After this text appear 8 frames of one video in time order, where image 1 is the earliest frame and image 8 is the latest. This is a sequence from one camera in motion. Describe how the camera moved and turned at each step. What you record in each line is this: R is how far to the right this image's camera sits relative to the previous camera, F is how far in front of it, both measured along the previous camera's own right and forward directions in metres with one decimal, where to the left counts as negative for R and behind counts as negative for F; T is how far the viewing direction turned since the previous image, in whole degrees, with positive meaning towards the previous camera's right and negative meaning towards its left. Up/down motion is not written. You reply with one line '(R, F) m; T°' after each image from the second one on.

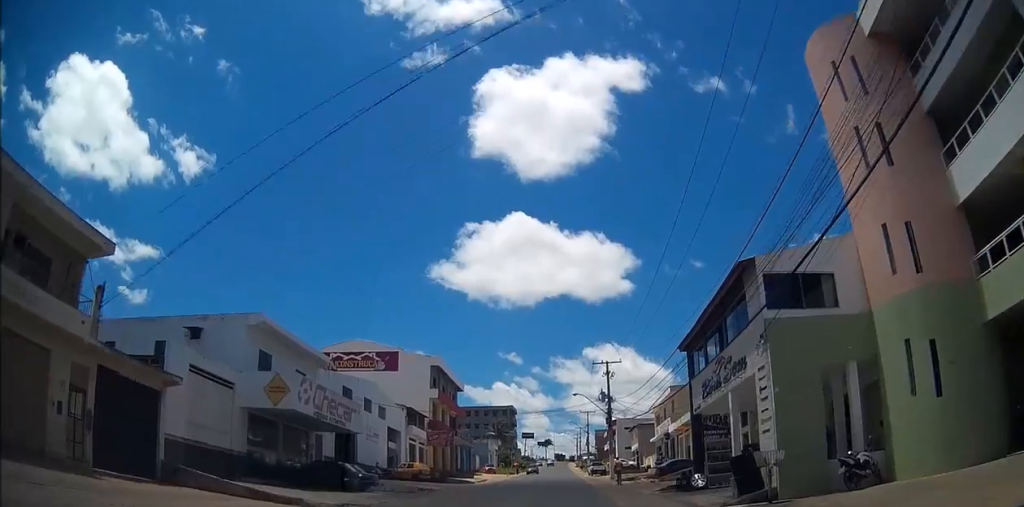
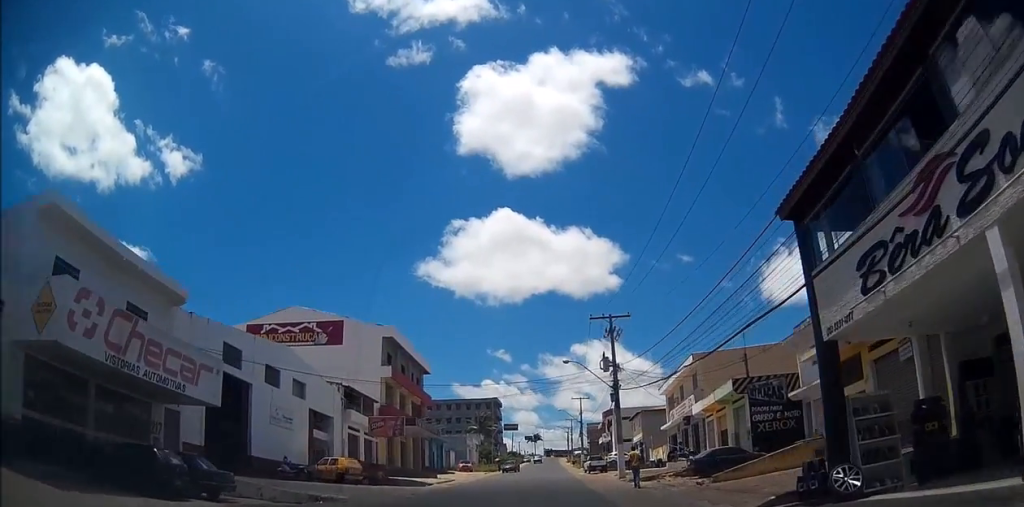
(0.0, +14.5) m; +2°
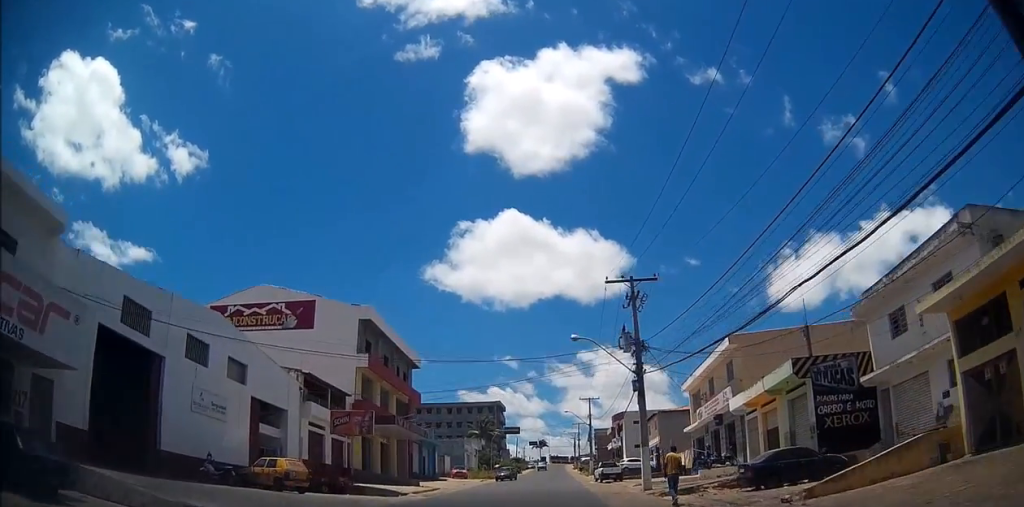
(+0.1, +8.1) m; +1°
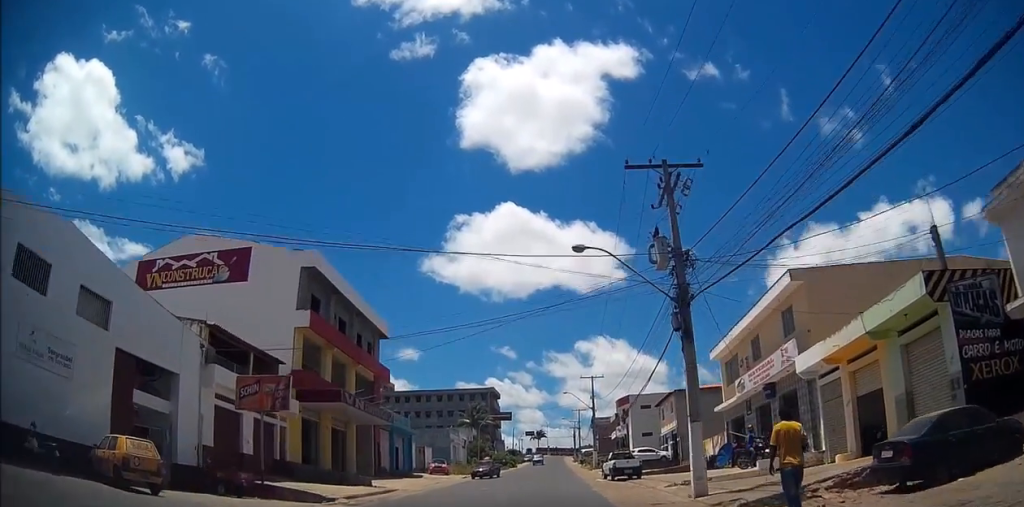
(0.0, +10.5) m; 0°
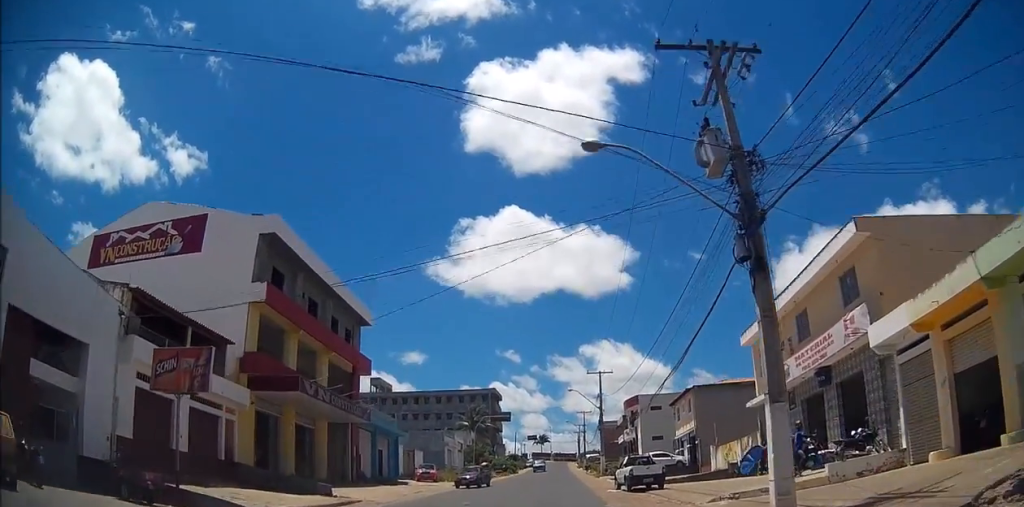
(0.0, +6.2) m; 0°
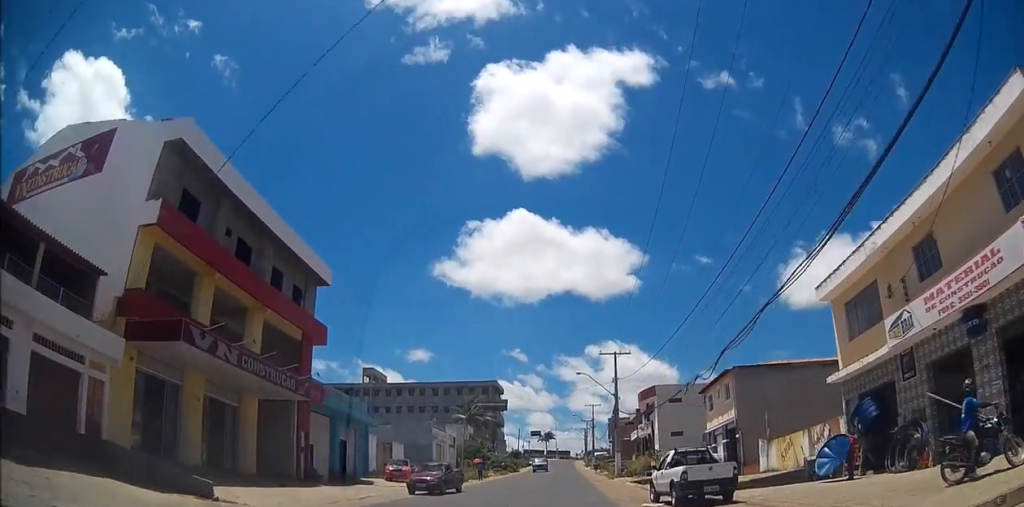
(0.0, +10.0) m; 0°
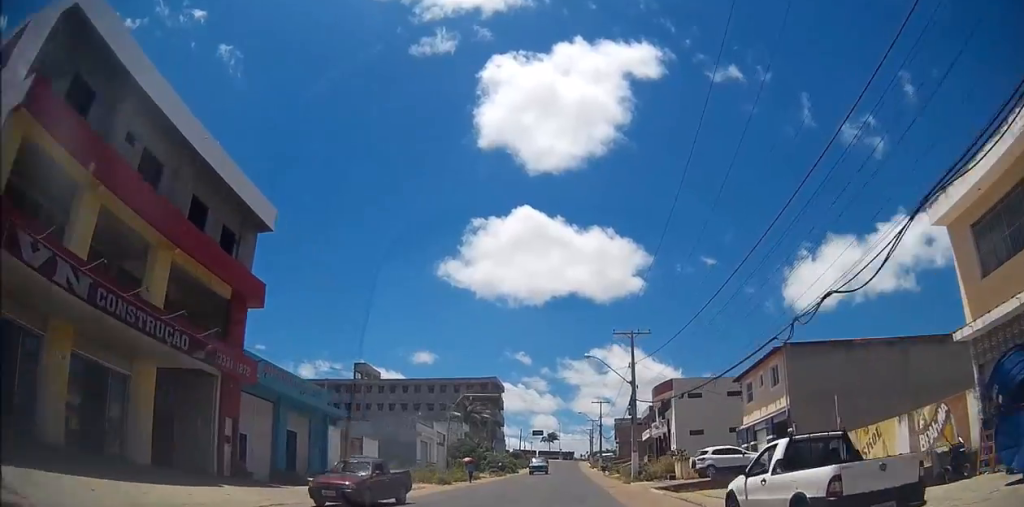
(0.0, +8.6) m; 0°
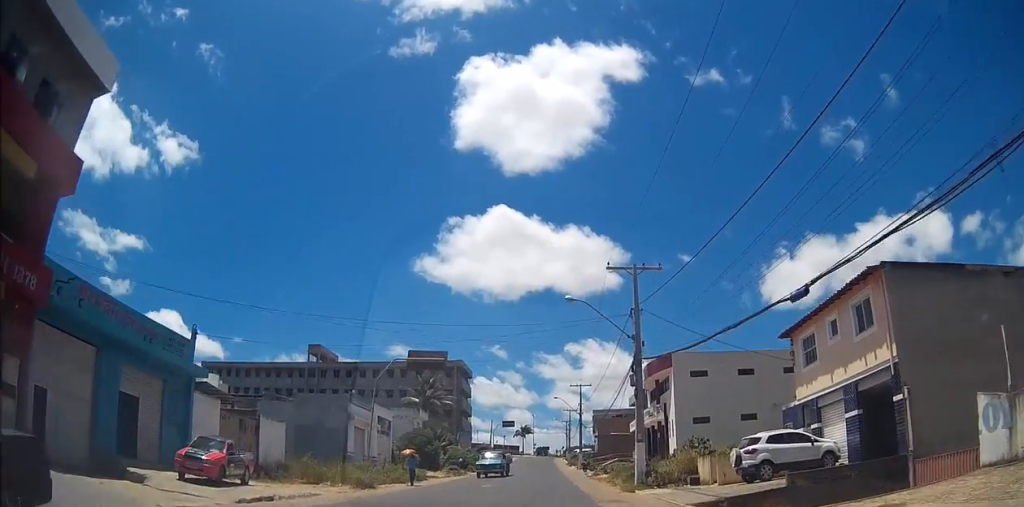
(+0.2, +12.3) m; +2°
